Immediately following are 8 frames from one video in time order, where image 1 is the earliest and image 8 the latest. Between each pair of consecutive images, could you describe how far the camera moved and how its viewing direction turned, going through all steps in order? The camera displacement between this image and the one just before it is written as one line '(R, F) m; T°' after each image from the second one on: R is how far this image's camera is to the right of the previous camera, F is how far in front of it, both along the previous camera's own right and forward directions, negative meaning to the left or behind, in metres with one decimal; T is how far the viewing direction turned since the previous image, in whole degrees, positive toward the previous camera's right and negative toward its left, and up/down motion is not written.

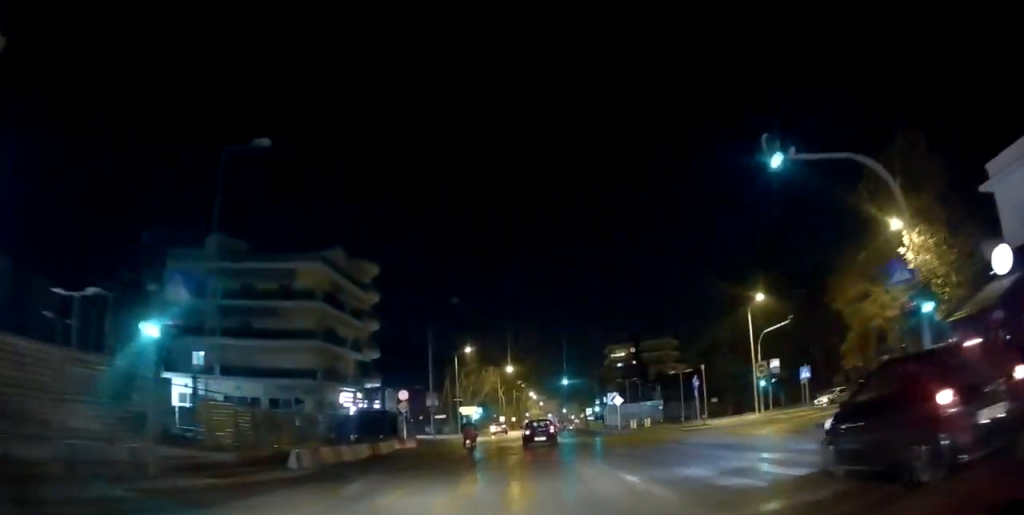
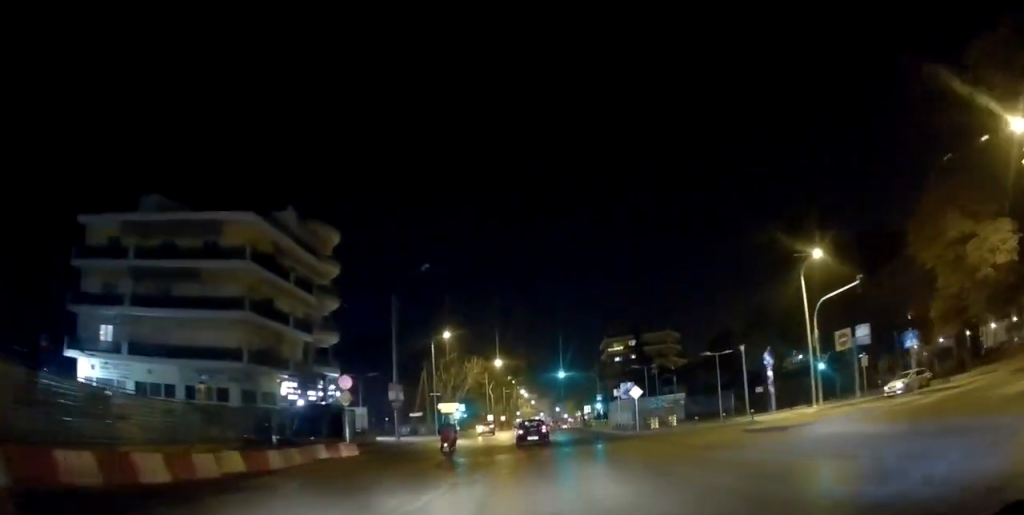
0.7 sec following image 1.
(0.0, +11.3) m; 0°
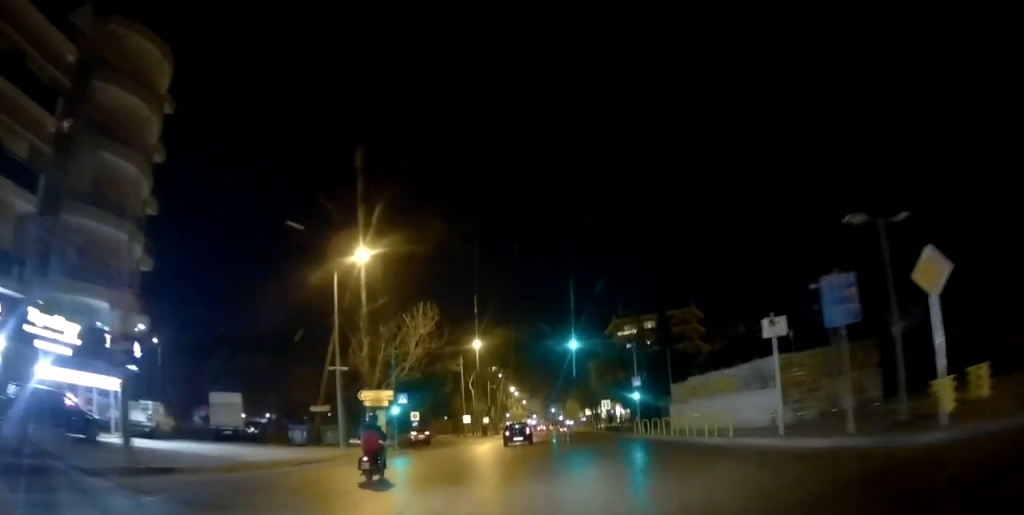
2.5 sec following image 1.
(+0.4, +29.0) m; +2°
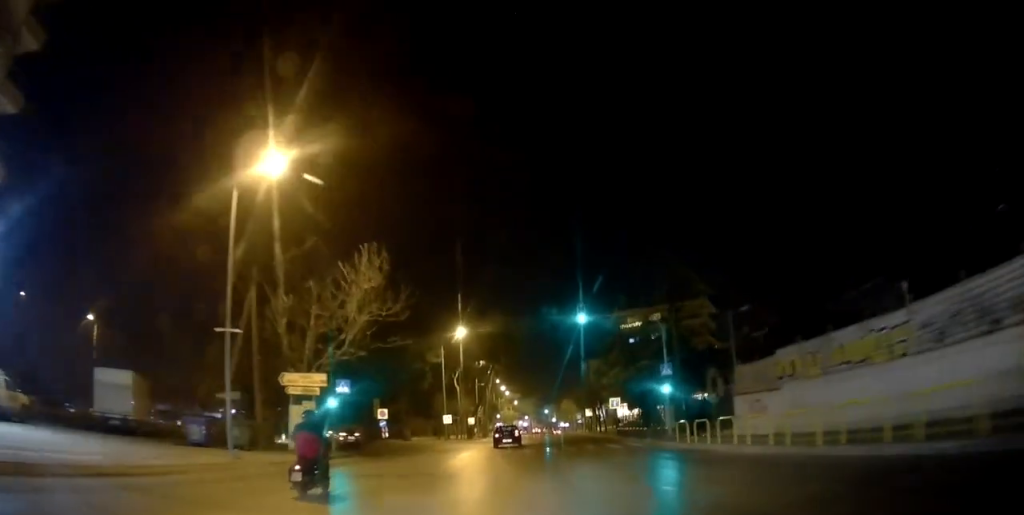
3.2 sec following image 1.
(+0.1, +11.1) m; +1°
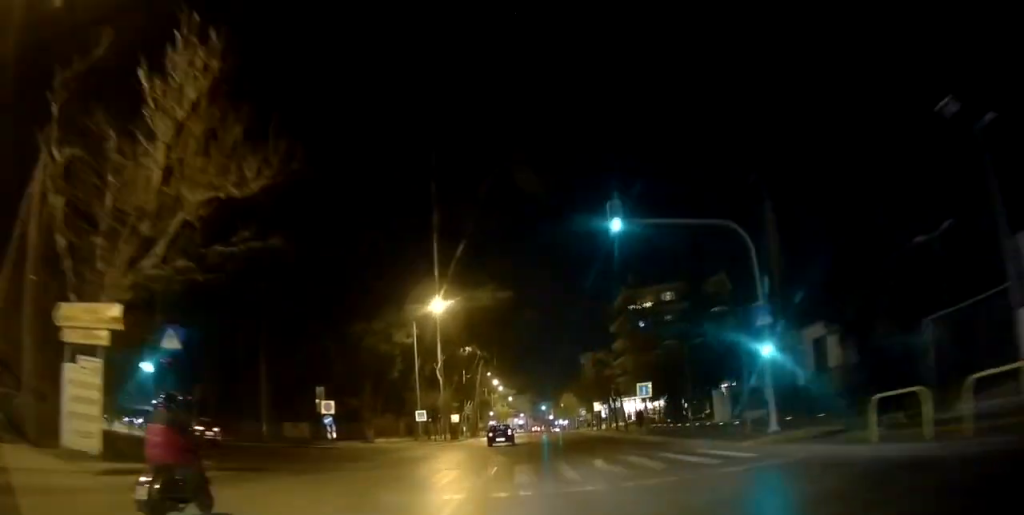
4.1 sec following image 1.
(0.0, +13.9) m; +2°
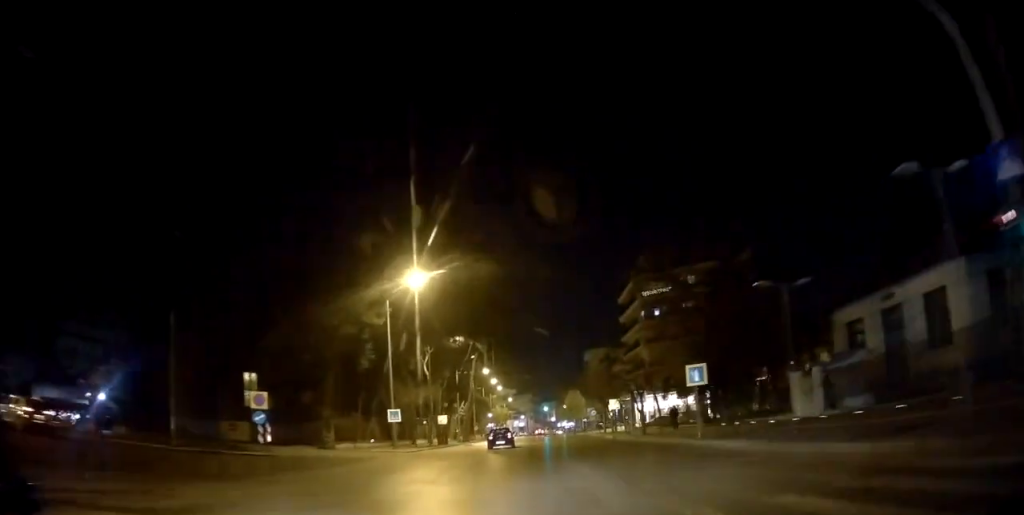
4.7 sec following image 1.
(+0.4, +10.9) m; 0°
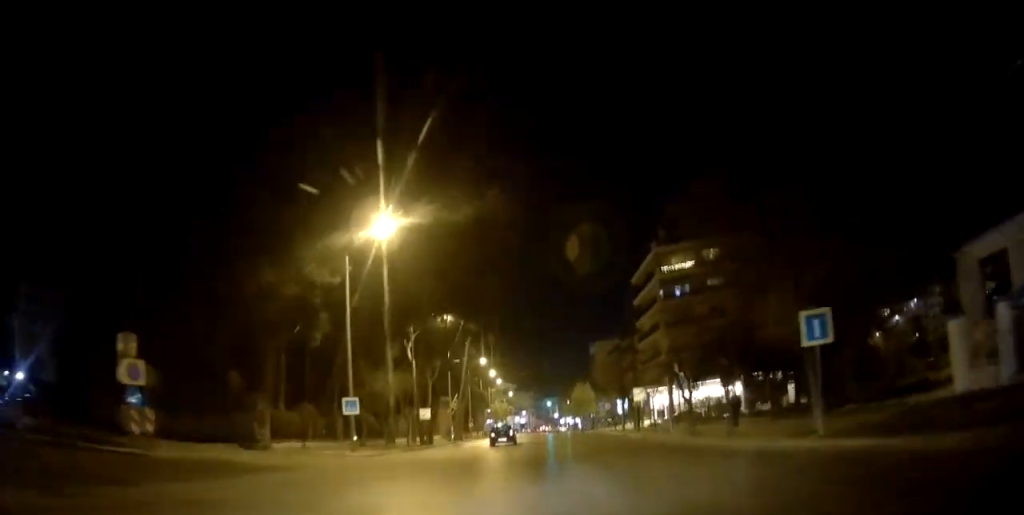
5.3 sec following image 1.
(-0.1, +10.6) m; 0°
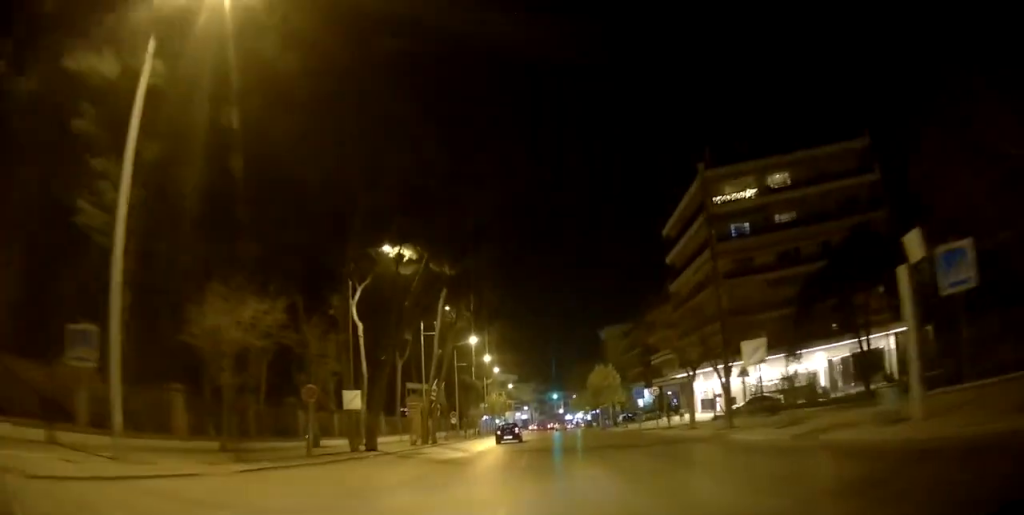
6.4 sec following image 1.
(-0.3, +19.9) m; 0°
